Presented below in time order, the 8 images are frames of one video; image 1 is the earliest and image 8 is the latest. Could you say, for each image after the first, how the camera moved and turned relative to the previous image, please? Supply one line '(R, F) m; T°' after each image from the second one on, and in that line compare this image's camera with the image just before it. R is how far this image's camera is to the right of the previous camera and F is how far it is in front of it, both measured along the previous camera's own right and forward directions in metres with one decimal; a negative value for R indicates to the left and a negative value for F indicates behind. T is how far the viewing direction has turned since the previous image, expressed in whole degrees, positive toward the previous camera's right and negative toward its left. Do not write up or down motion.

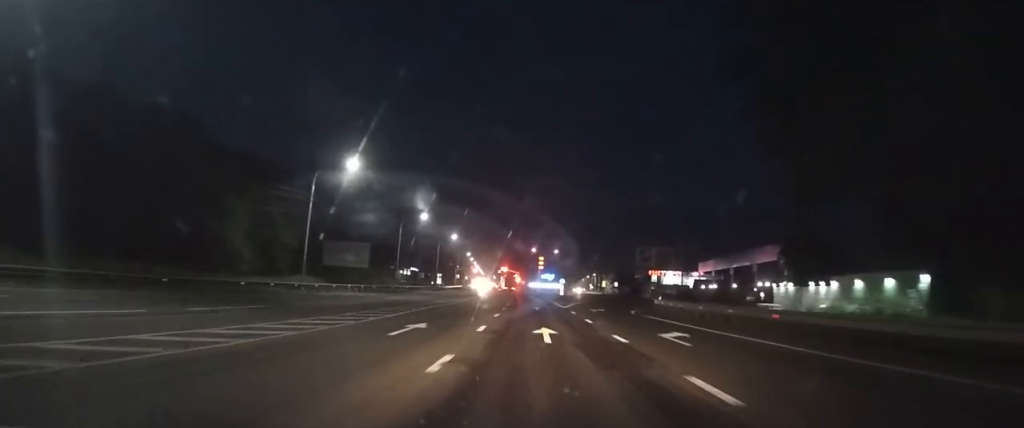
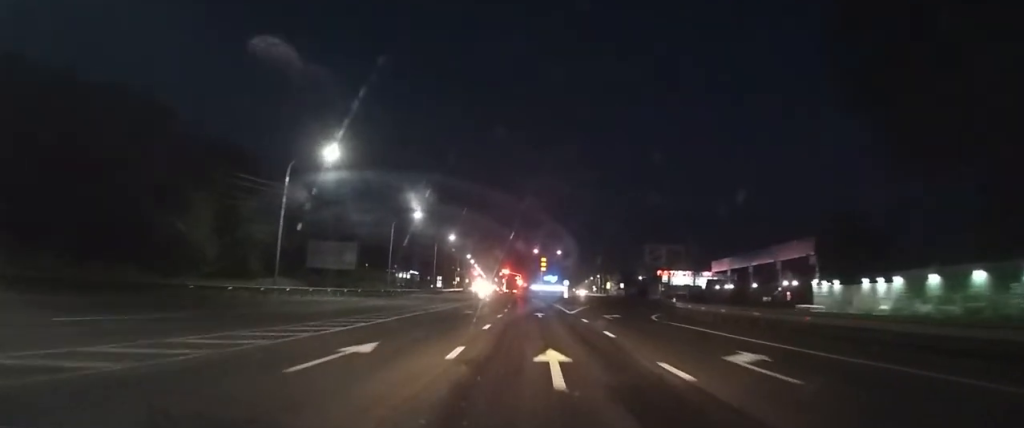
(0.0, +6.1) m; 0°
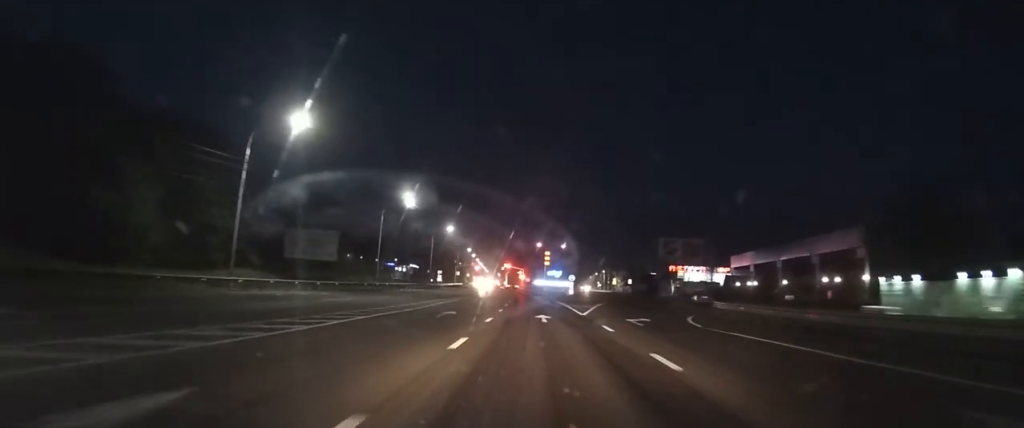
(-0.1, +7.4) m; 0°
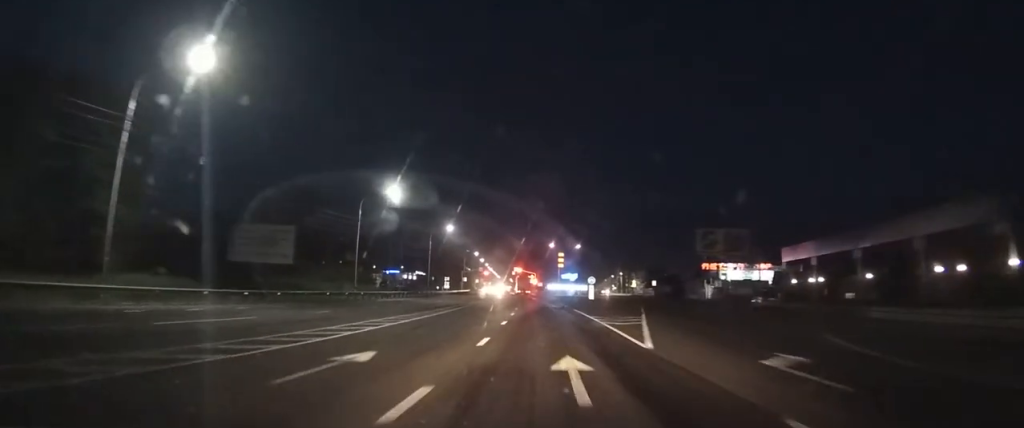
(0.0, +13.7) m; 0°
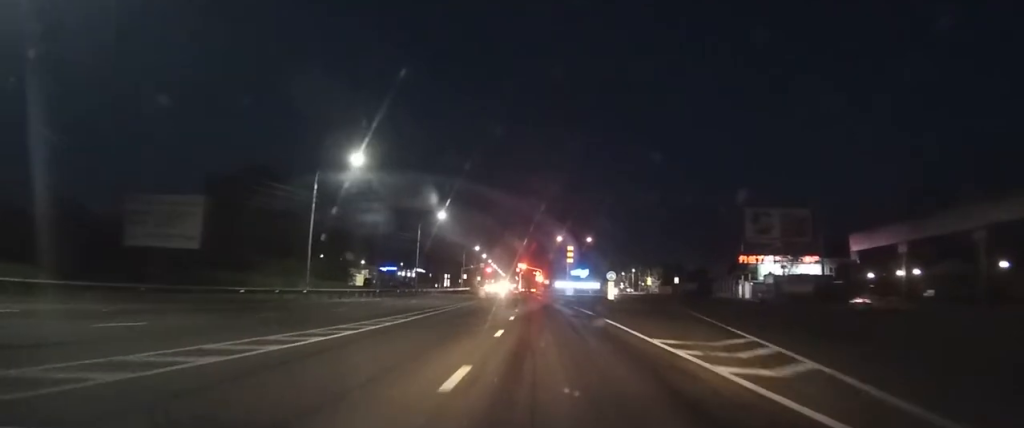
(0.0, +14.4) m; -1°
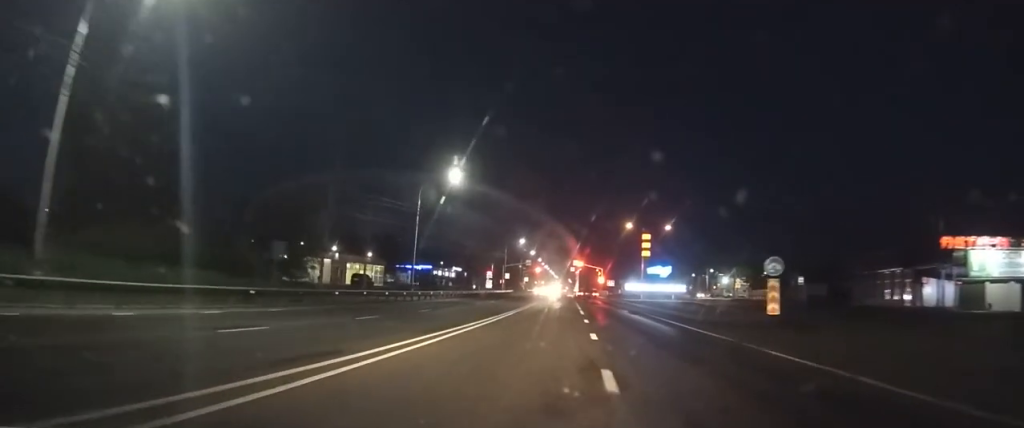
(-0.9, +32.0) m; -4°
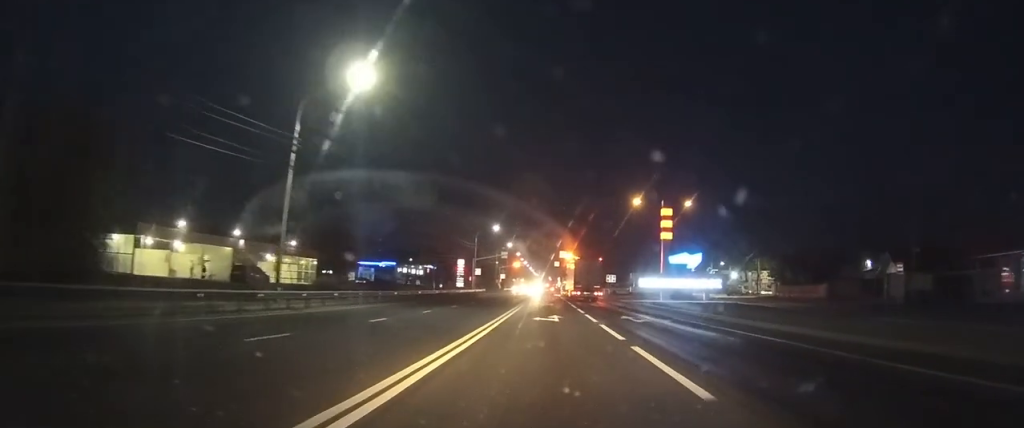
(-0.4, +25.0) m; -1°
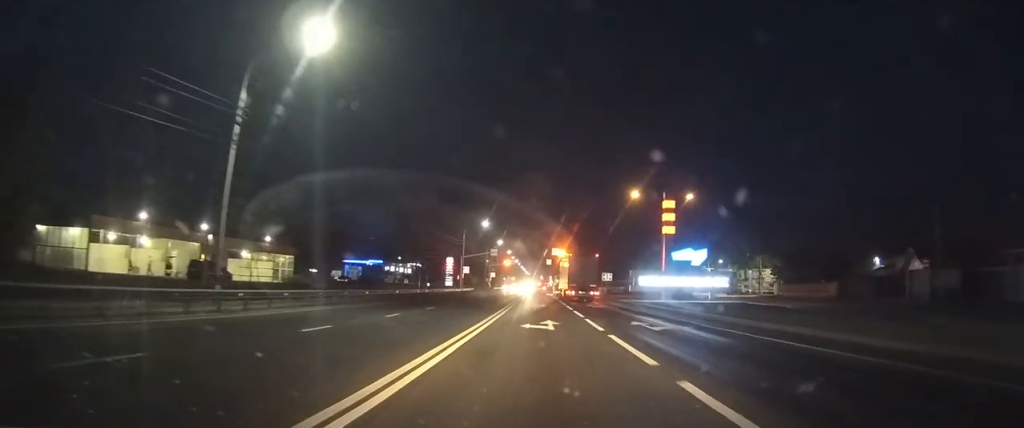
(0.0, +5.3) m; 0°
